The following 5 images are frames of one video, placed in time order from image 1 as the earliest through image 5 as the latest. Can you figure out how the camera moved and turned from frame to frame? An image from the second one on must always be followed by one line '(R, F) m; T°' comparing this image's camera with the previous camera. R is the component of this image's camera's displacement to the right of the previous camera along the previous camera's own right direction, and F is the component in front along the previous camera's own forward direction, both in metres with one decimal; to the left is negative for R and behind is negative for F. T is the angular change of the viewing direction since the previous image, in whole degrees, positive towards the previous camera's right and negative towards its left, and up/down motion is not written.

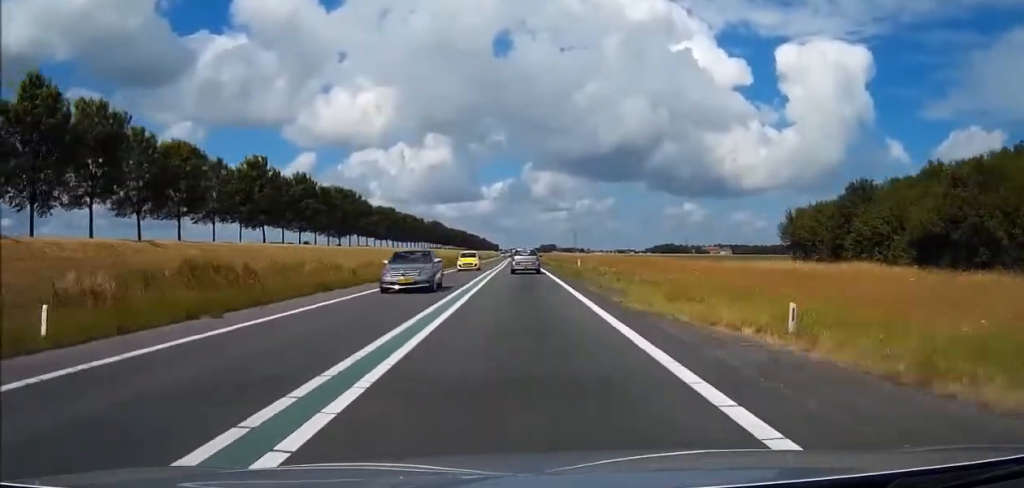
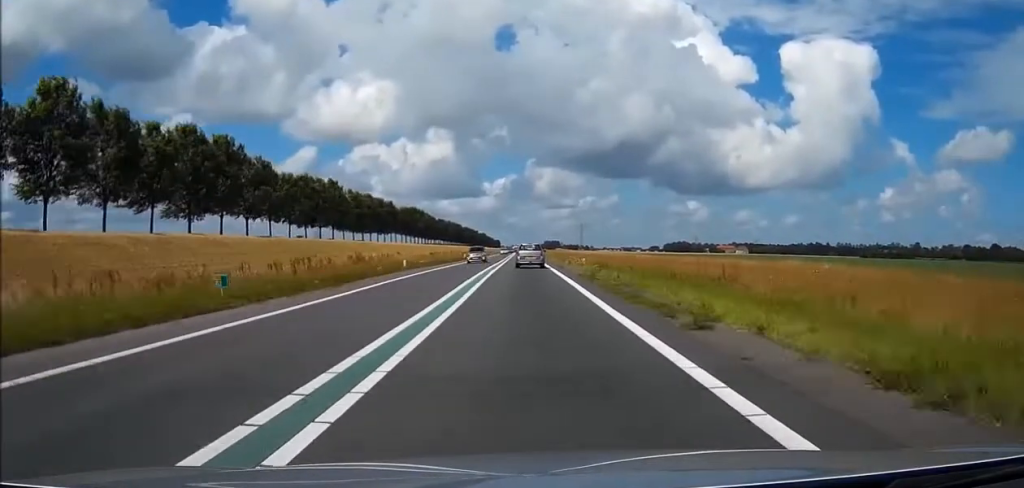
(0.0, +61.7) m; 0°
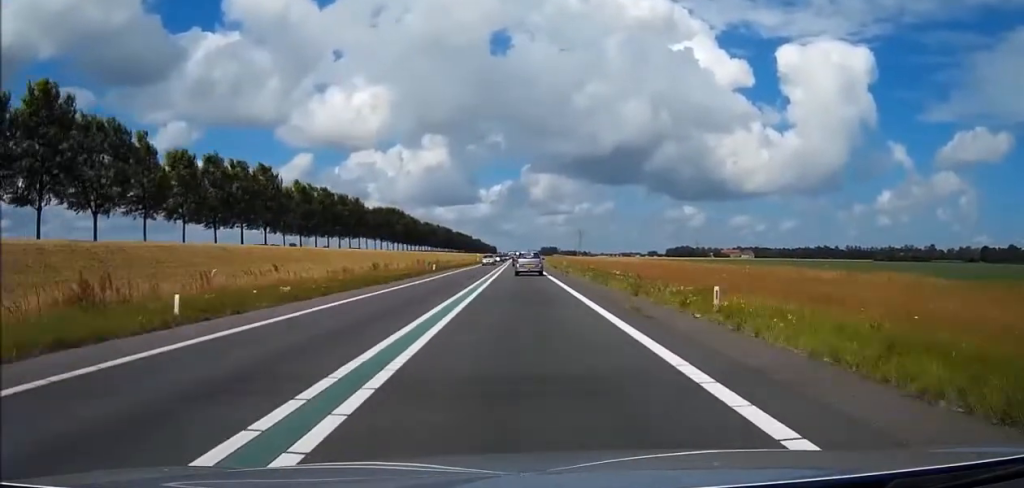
(+0.1, +32.4) m; 0°
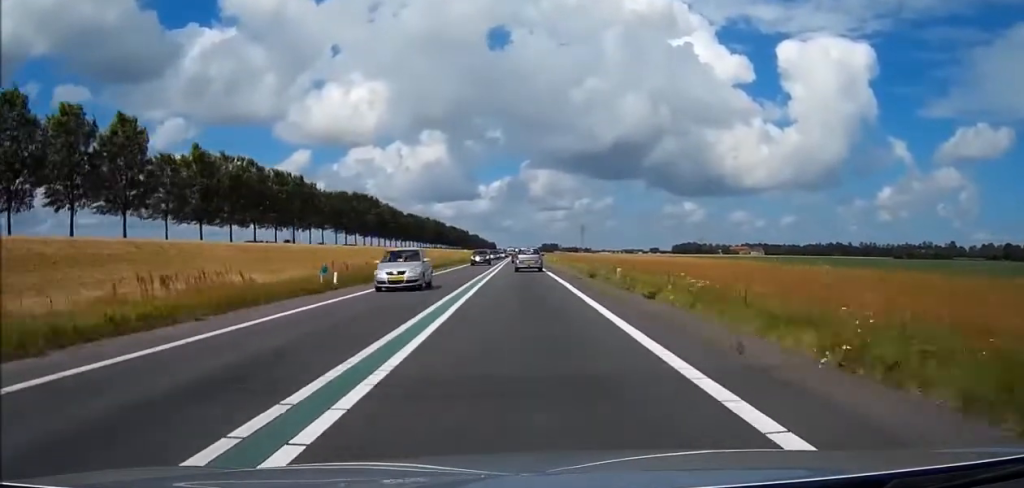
(+0.1, +35.0) m; 0°
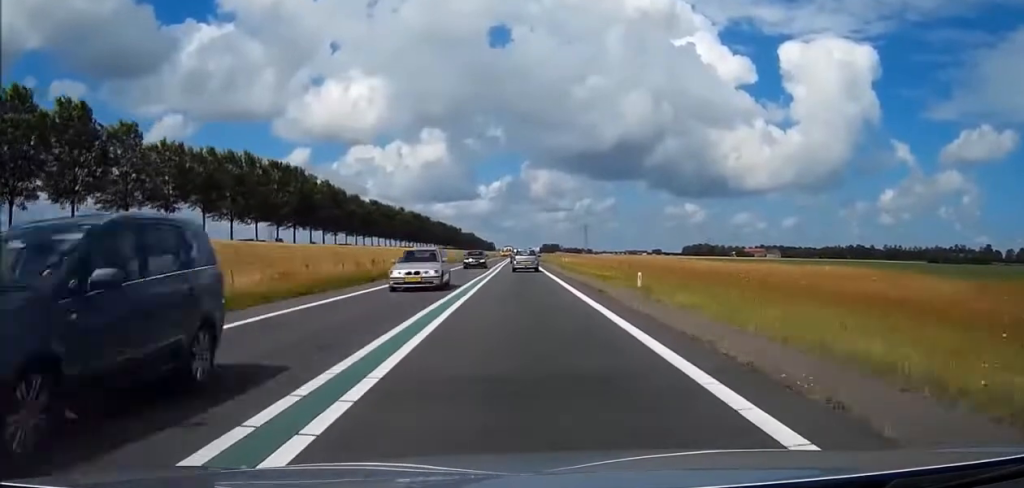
(0.0, +55.3) m; 0°
